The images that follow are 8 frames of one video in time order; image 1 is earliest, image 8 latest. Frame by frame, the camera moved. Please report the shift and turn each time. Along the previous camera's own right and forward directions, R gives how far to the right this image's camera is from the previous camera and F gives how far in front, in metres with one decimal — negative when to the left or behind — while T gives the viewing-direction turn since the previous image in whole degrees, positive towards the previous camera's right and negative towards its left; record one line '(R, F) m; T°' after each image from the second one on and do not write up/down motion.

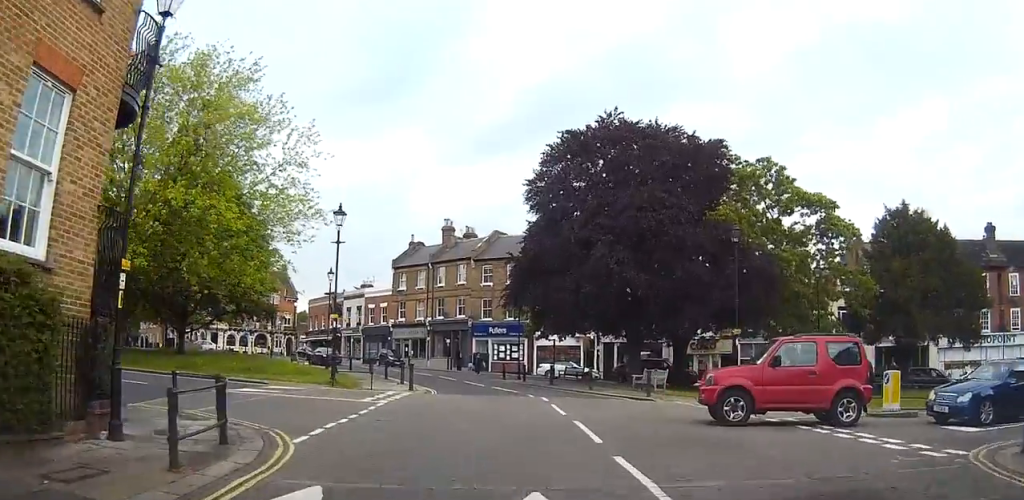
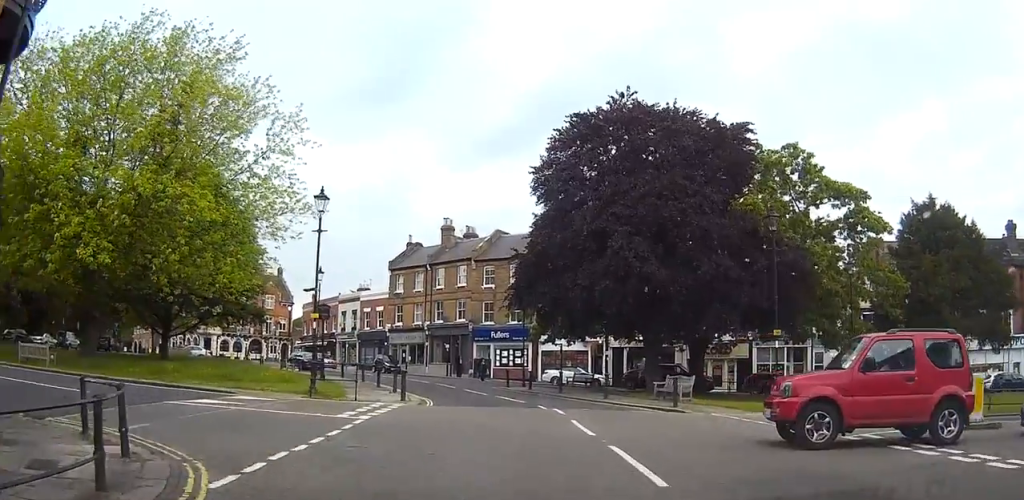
(0.0, +3.6) m; 0°
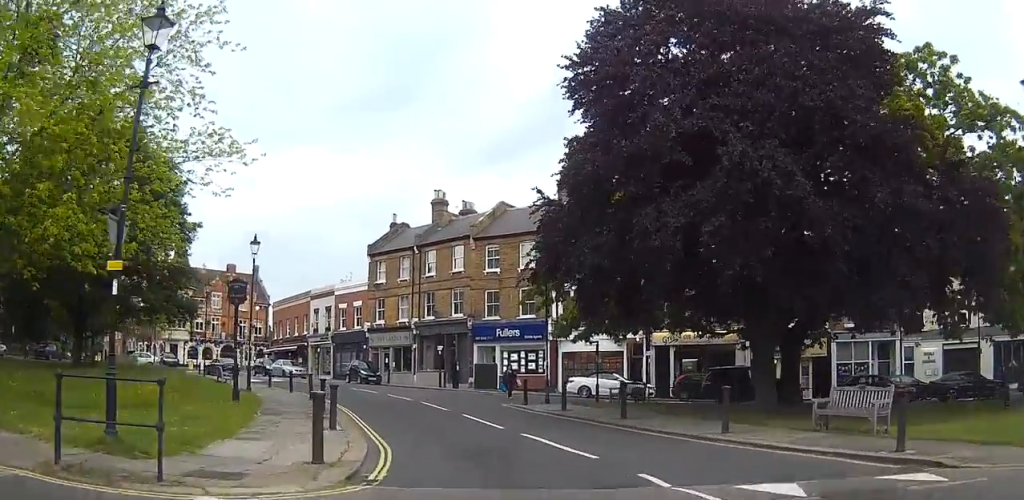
(0.0, +14.0) m; +2°
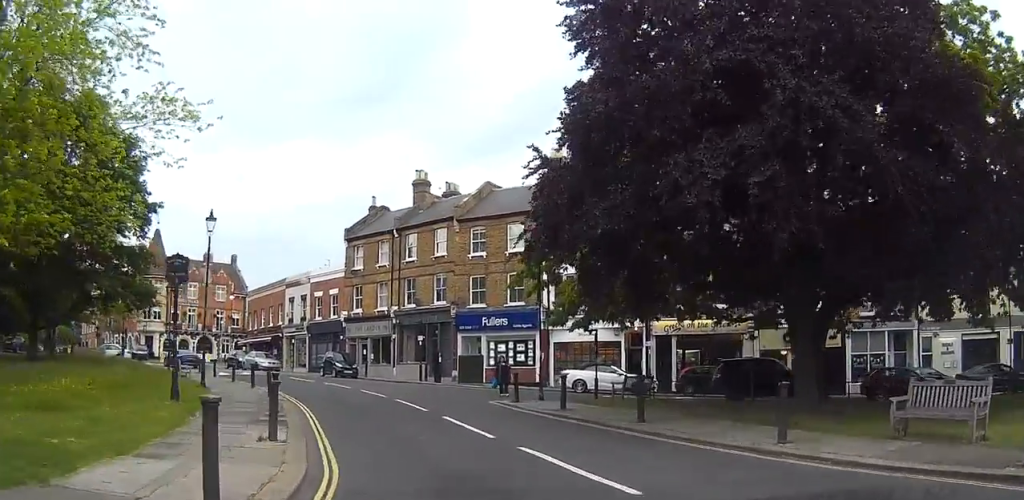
(+0.1, +4.0) m; 0°
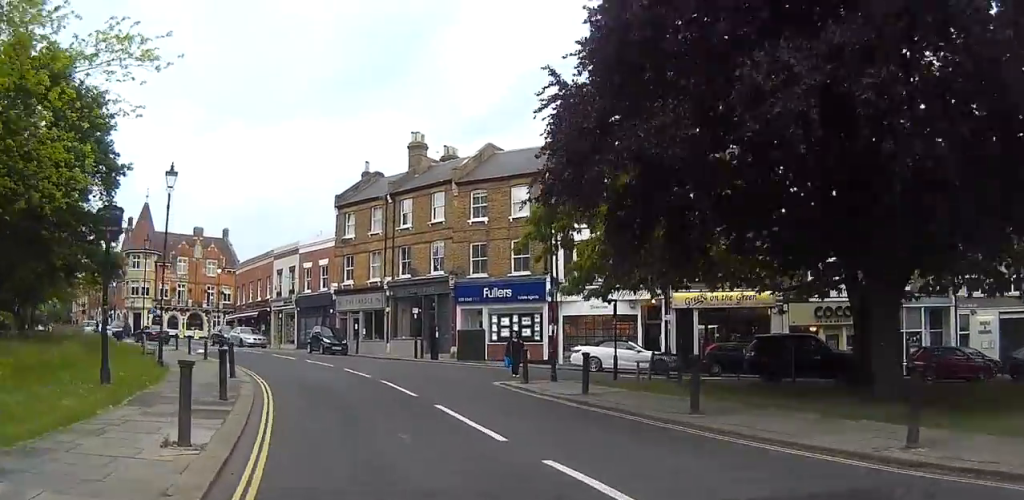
(+0.1, +4.2) m; -1°
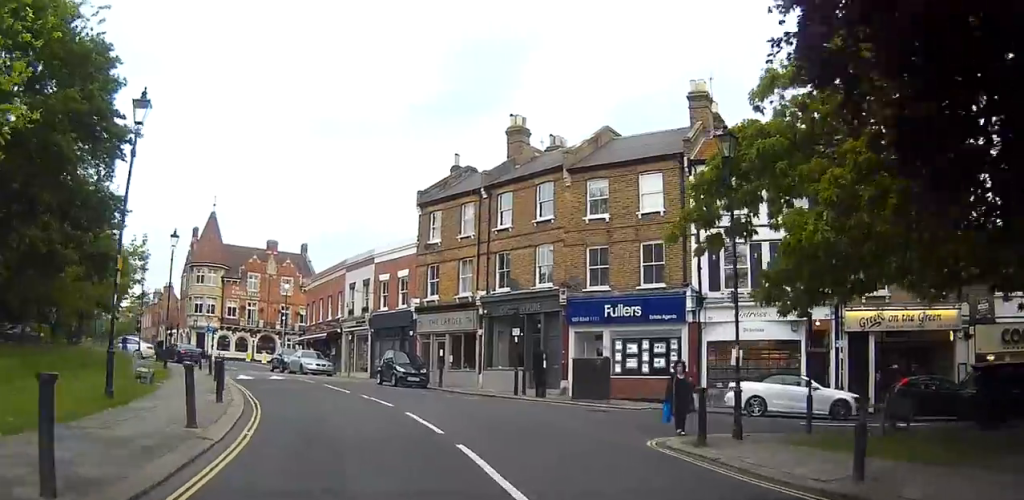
(-0.4, +9.1) m; -5°
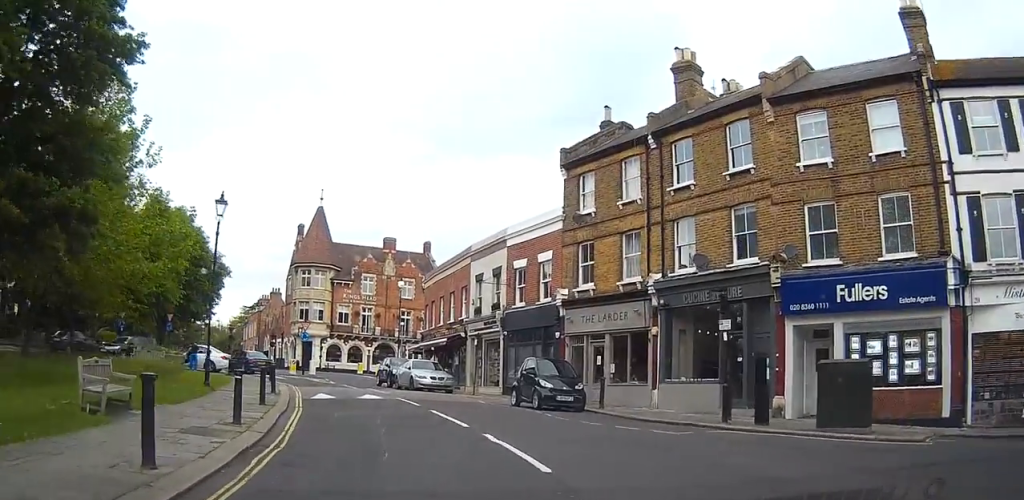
(-0.6, +9.2) m; -10°
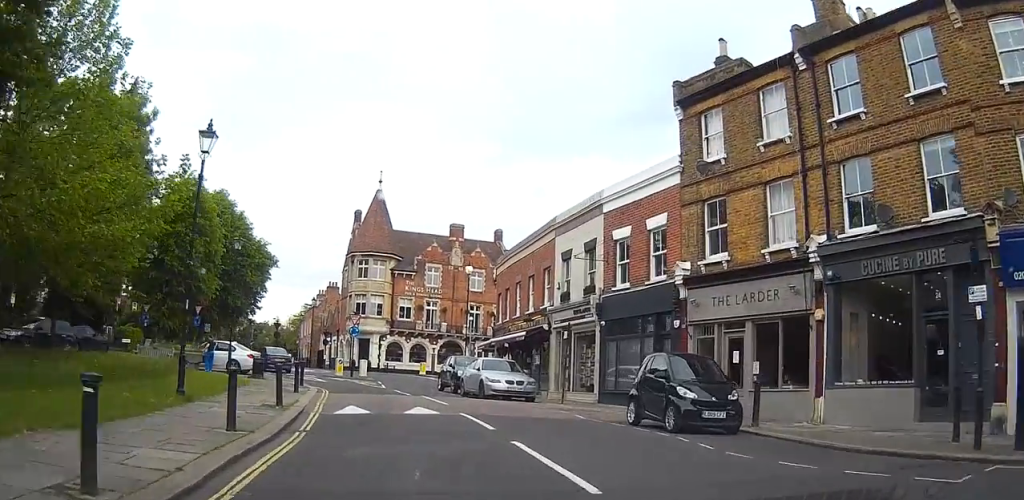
(-0.6, +7.4) m; -6°
